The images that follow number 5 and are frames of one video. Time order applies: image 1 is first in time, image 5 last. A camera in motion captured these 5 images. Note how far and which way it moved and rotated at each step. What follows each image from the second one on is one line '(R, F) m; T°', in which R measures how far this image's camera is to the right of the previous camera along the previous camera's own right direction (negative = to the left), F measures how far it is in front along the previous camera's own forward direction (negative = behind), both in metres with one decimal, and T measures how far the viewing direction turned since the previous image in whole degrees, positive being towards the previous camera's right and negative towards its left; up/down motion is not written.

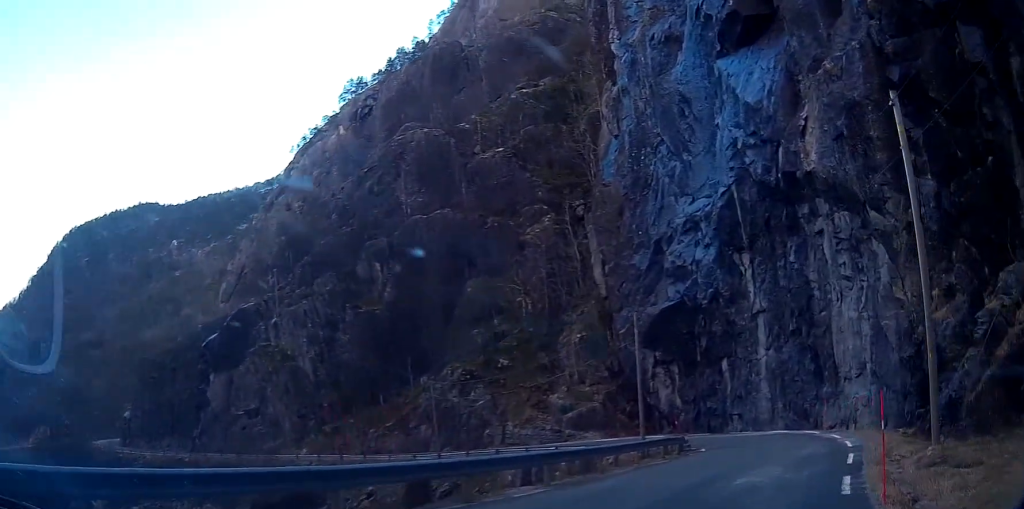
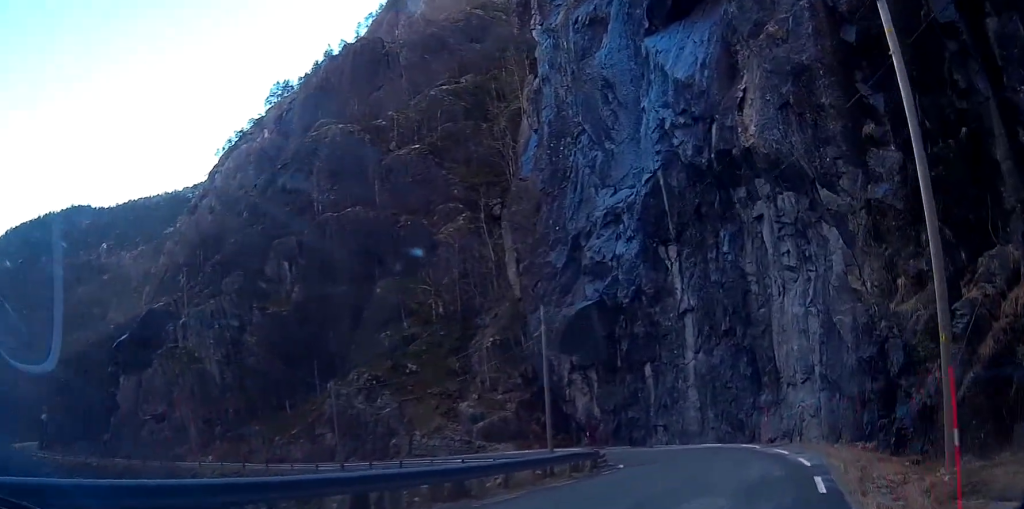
(-0.4, +4.8) m; -4°
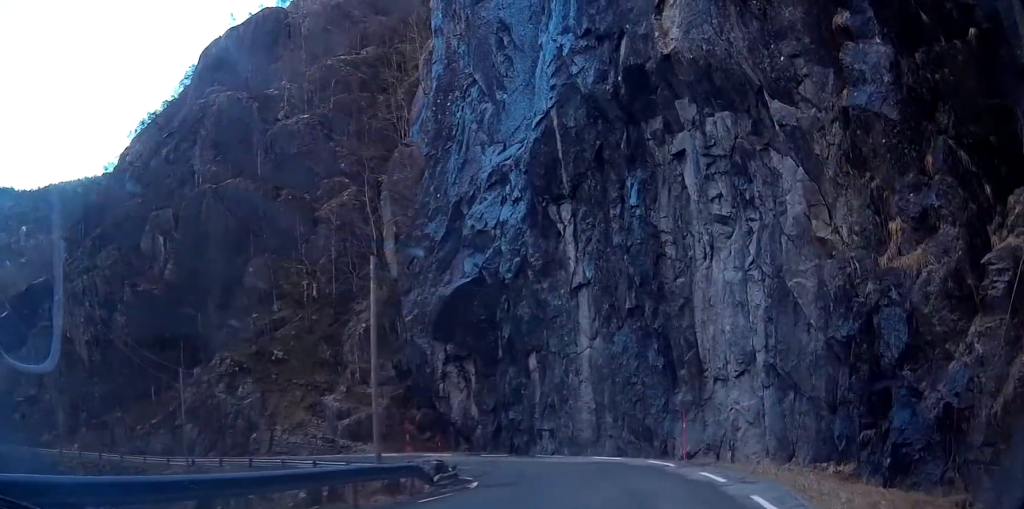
(-0.2, +8.3) m; +10°
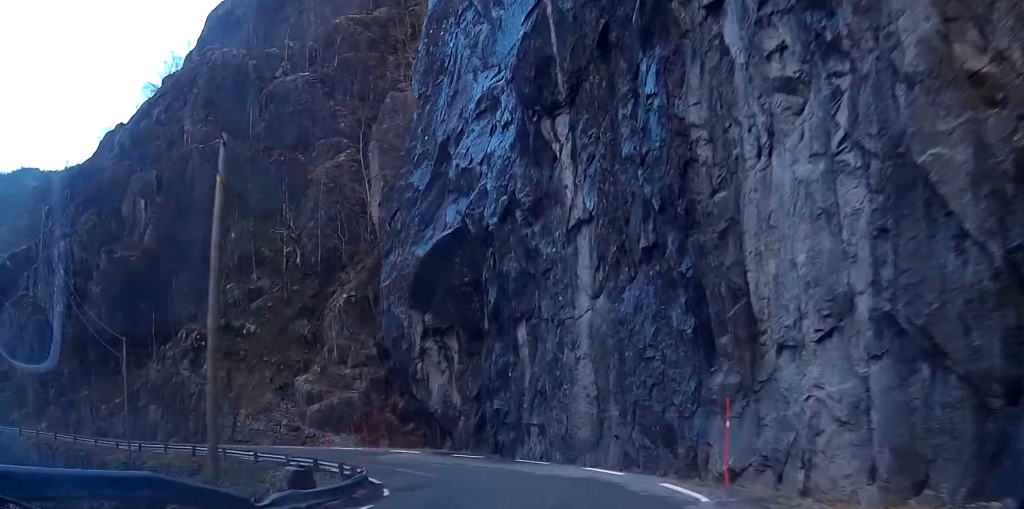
(+1.8, +8.7) m; +14°
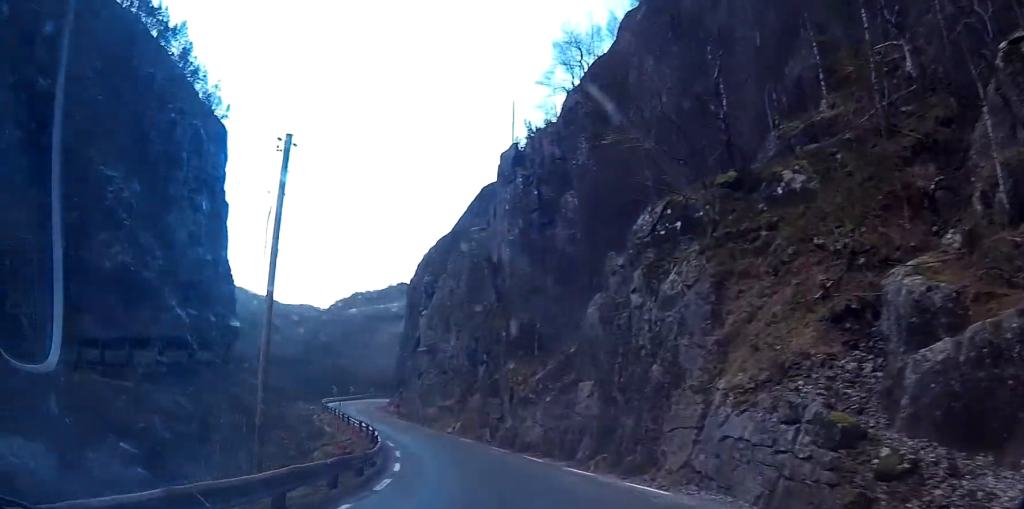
(-5.0, +36.5) m; -26°
